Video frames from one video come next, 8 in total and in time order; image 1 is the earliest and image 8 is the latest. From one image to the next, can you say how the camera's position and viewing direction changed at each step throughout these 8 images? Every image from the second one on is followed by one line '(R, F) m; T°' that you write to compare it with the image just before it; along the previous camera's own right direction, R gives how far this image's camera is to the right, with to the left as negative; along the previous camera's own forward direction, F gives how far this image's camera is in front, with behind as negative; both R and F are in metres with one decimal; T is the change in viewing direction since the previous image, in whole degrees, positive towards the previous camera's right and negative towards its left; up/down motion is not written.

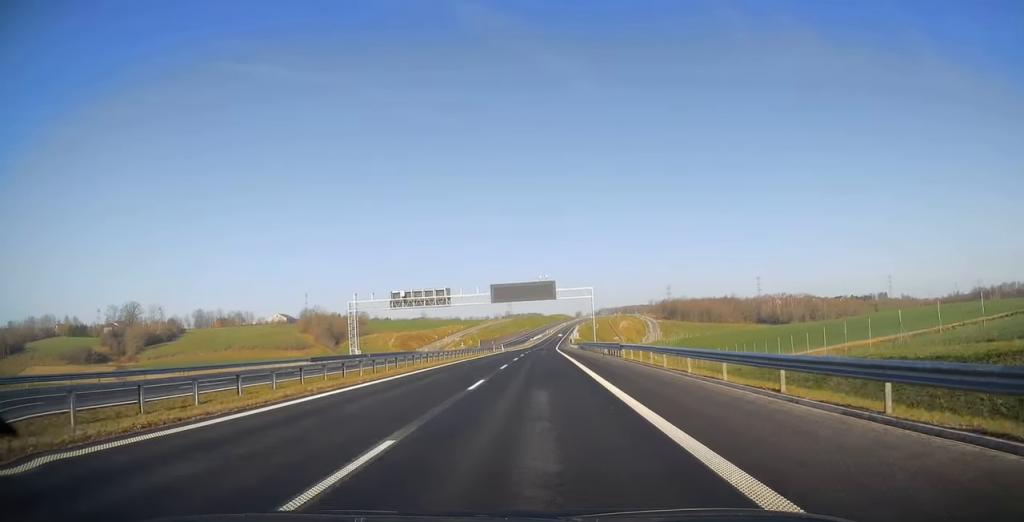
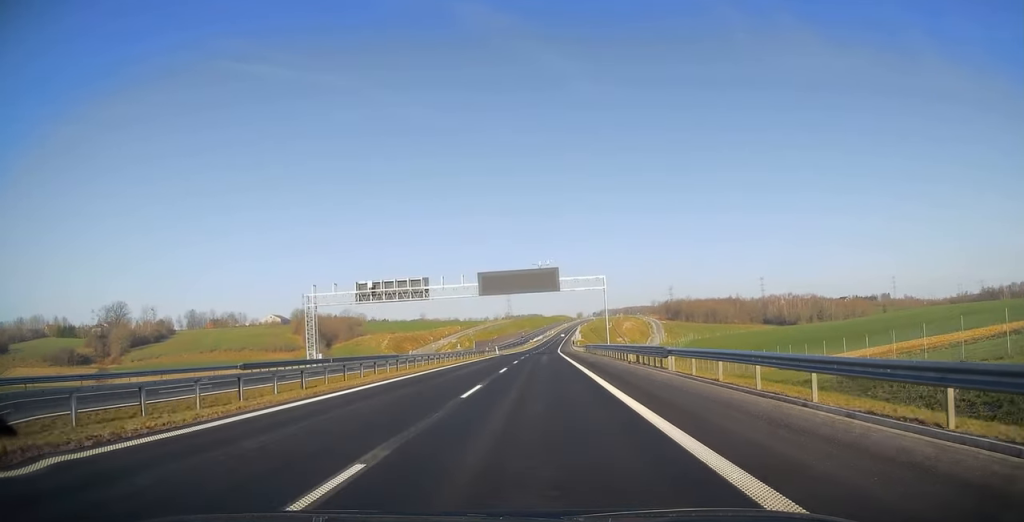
(+0.1, +13.5) m; 0°
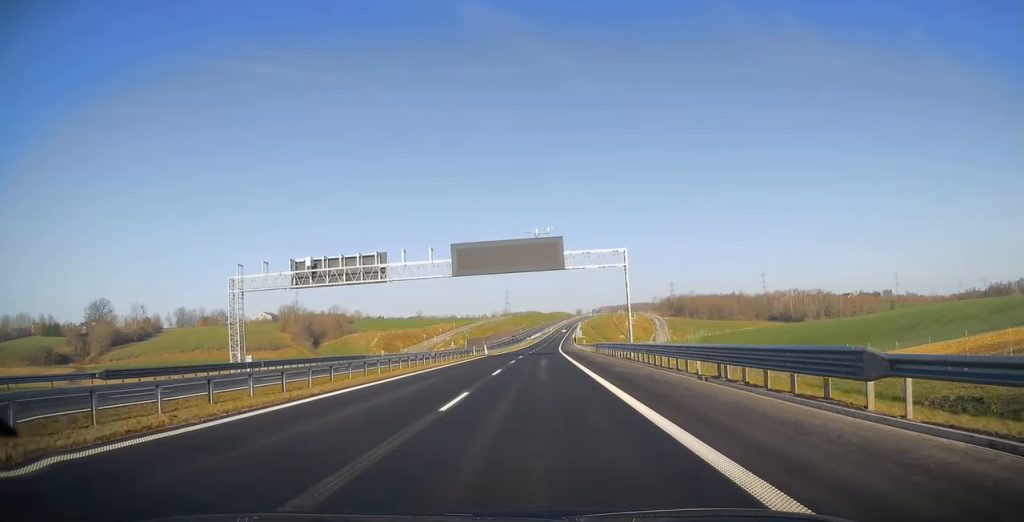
(-0.2, +15.1) m; 0°
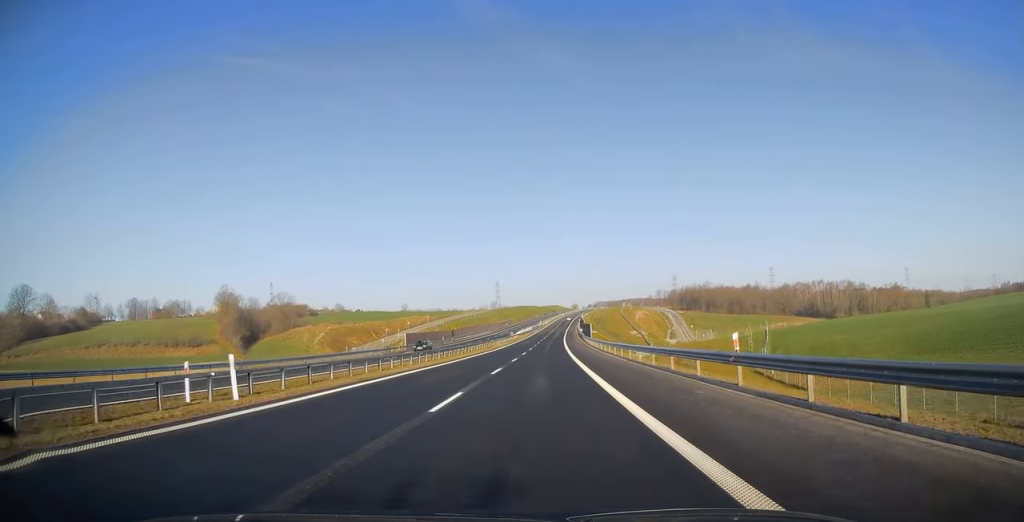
(+0.5, +60.2) m; +1°
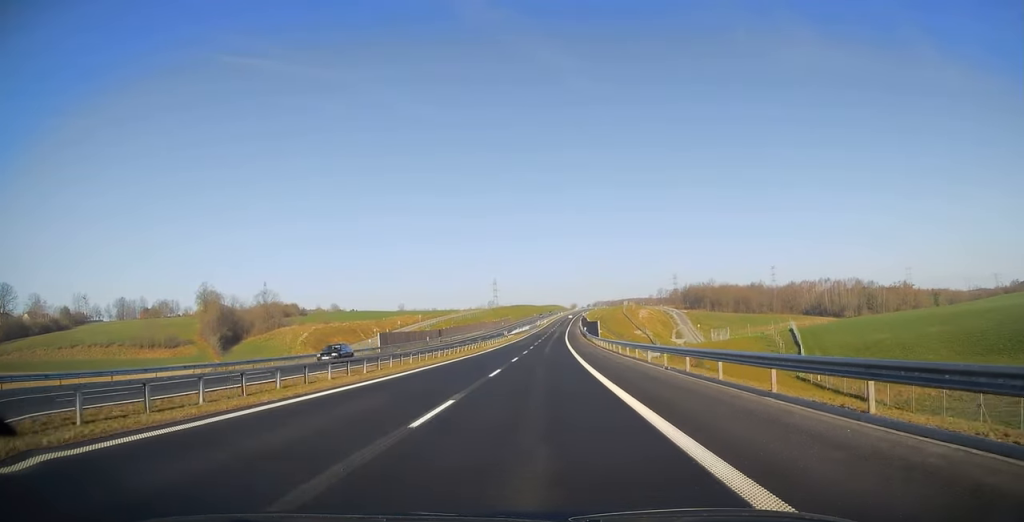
(0.0, +14.0) m; 0°
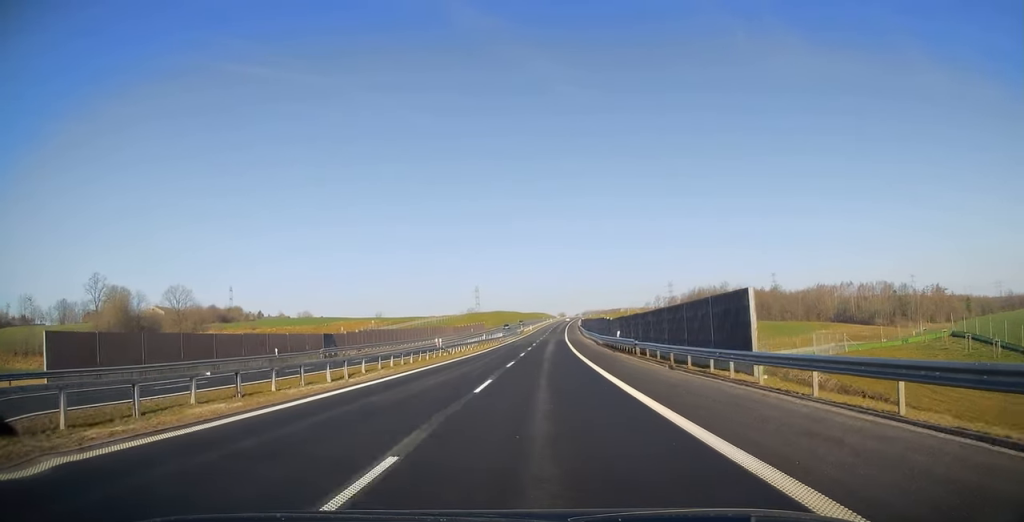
(+0.6, +54.3) m; +1°
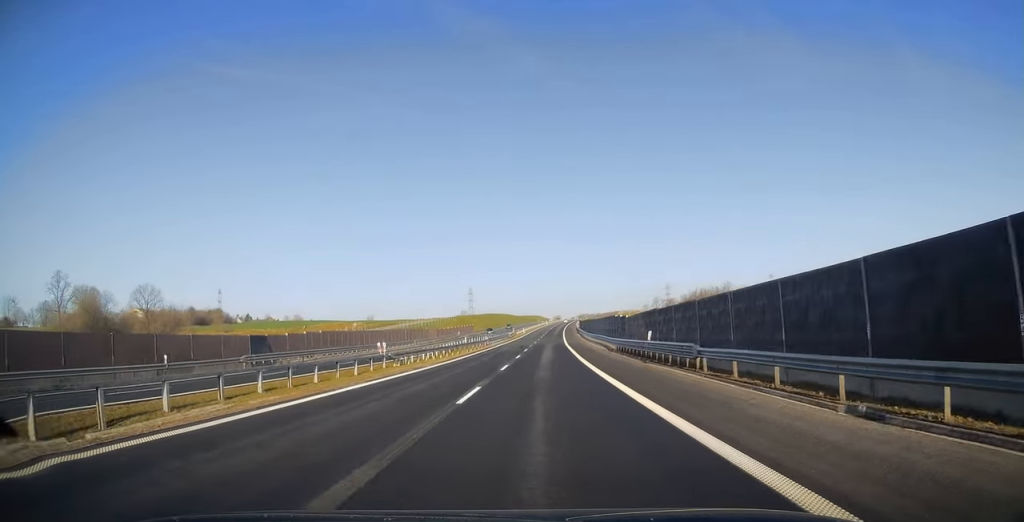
(+0.1, +14.5) m; 0°
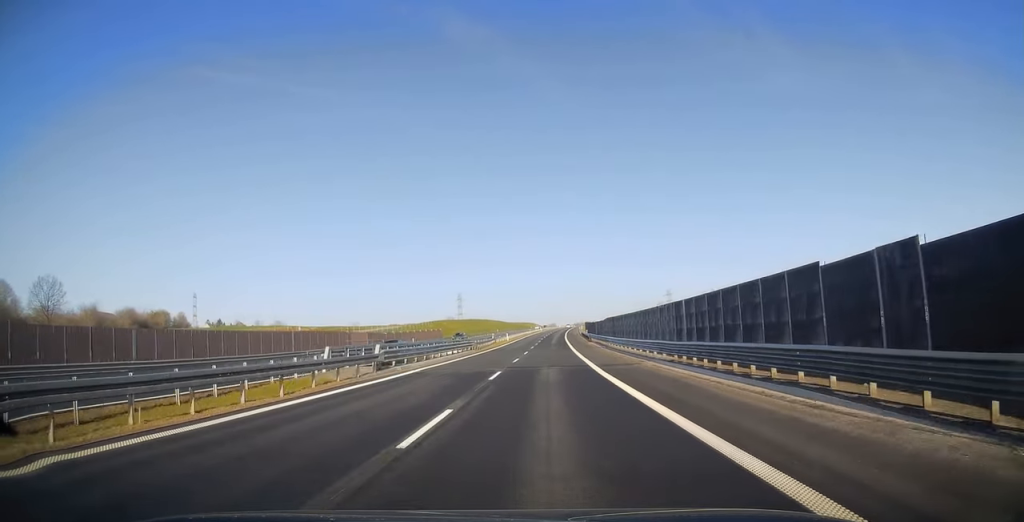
(+0.3, +41.1) m; +1°
